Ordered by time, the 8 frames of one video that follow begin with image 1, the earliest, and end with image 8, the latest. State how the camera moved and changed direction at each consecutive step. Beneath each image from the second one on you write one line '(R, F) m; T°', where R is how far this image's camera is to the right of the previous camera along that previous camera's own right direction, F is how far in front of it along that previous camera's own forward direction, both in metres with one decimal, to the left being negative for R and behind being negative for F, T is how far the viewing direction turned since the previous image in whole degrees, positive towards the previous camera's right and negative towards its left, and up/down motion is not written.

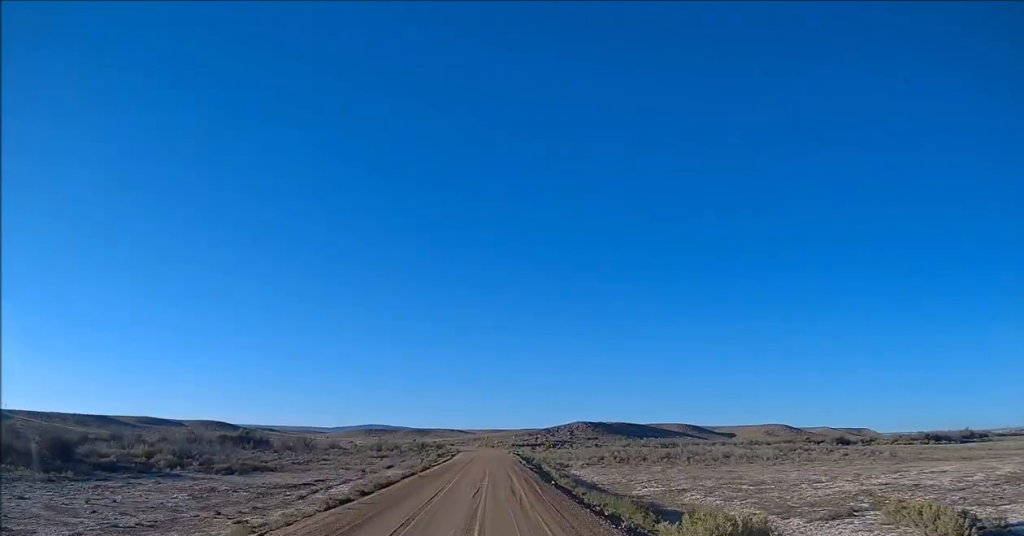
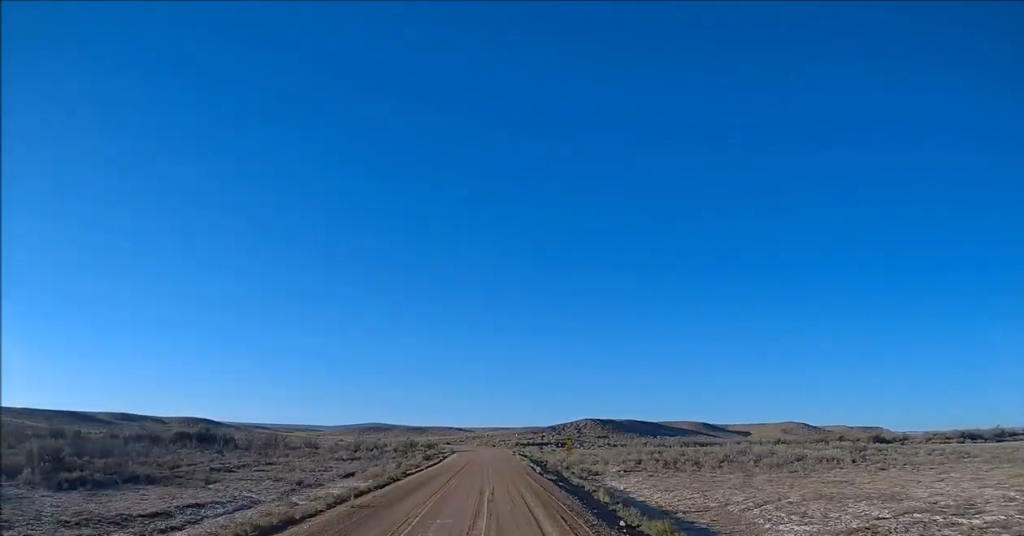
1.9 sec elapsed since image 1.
(0.0, +26.3) m; 0°
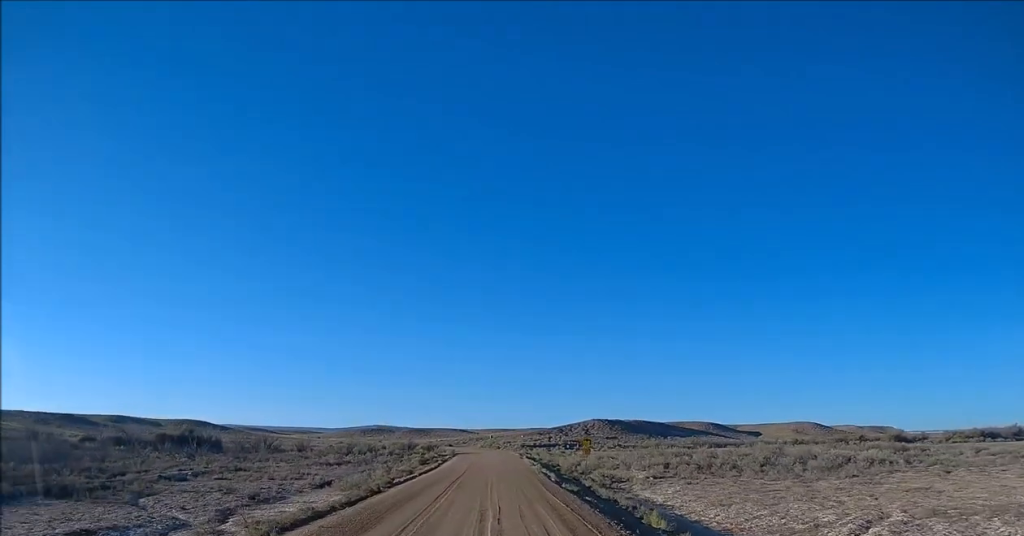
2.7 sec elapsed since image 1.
(0.0, +11.5) m; 0°
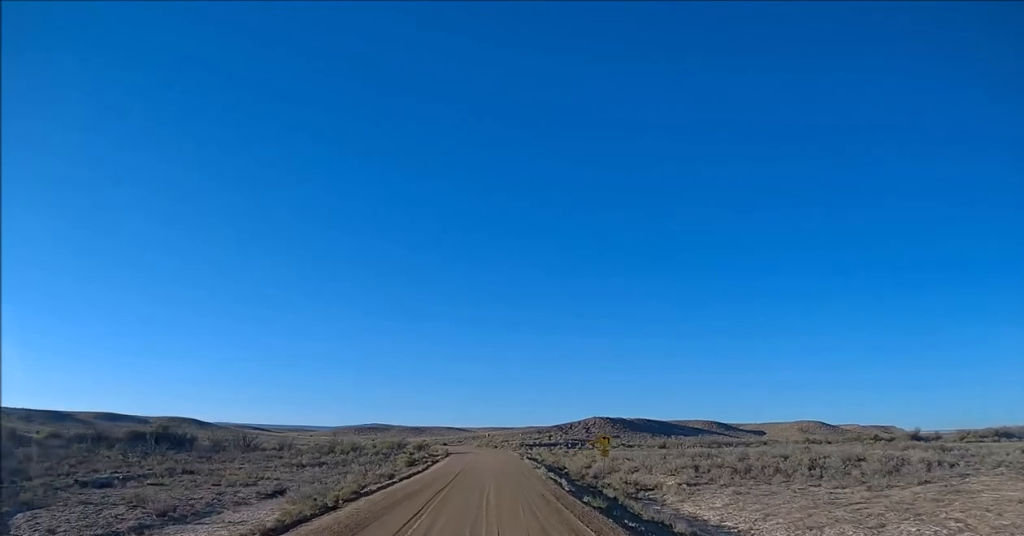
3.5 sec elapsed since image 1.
(0.0, +10.2) m; 0°
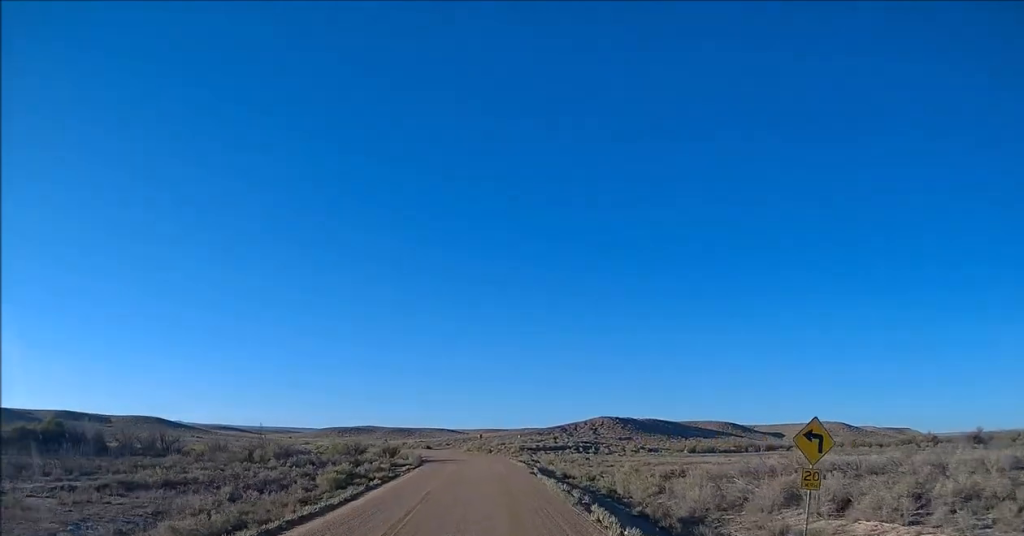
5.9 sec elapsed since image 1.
(0.0, +23.2) m; 0°
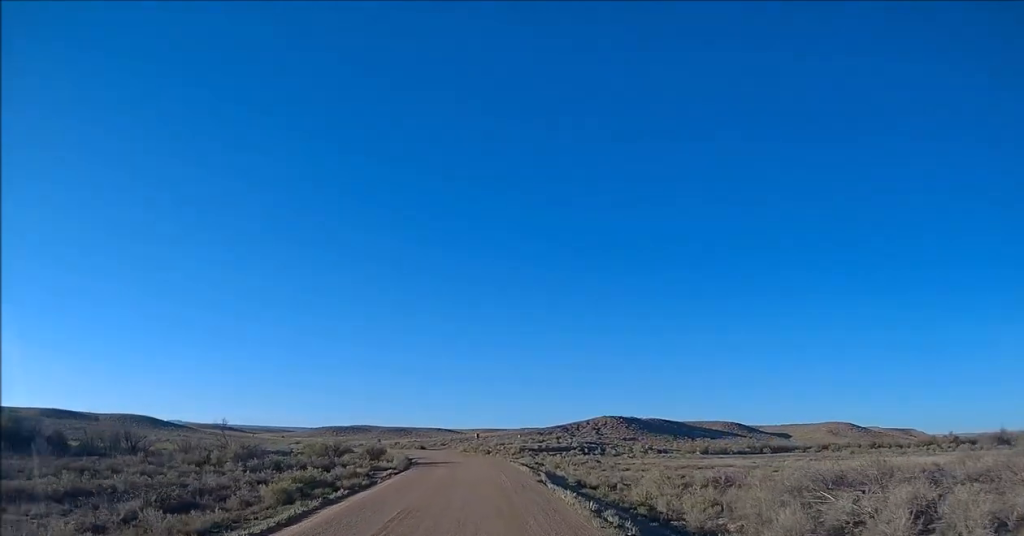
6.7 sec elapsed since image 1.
(0.0, +7.4) m; 0°
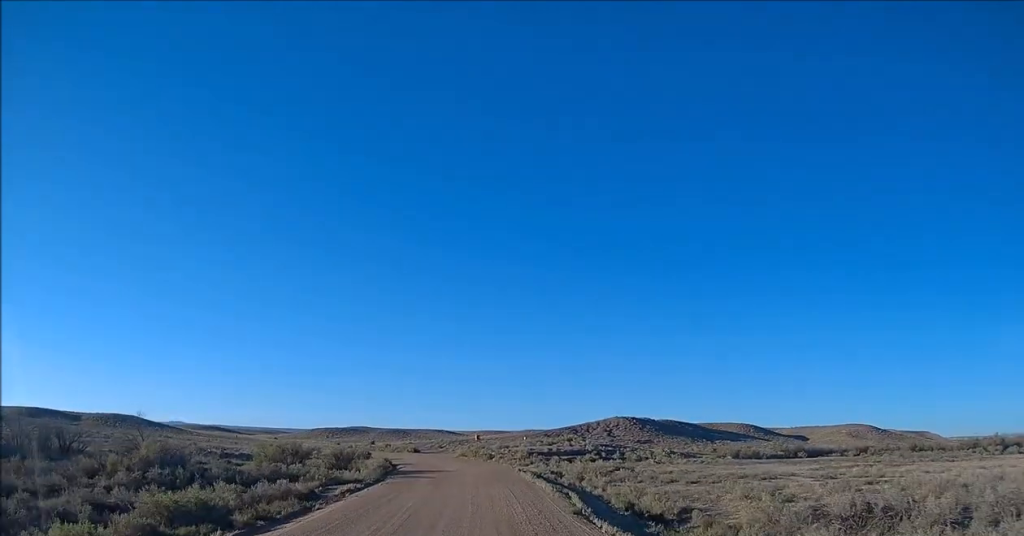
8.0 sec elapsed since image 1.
(0.0, +12.6) m; -1°
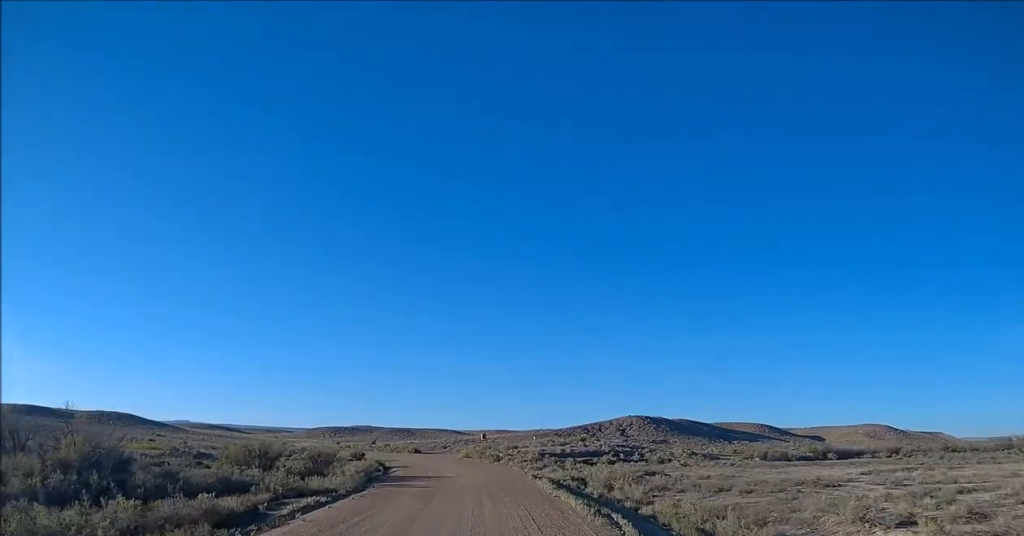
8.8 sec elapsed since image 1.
(-0.1, +7.8) m; -1°
